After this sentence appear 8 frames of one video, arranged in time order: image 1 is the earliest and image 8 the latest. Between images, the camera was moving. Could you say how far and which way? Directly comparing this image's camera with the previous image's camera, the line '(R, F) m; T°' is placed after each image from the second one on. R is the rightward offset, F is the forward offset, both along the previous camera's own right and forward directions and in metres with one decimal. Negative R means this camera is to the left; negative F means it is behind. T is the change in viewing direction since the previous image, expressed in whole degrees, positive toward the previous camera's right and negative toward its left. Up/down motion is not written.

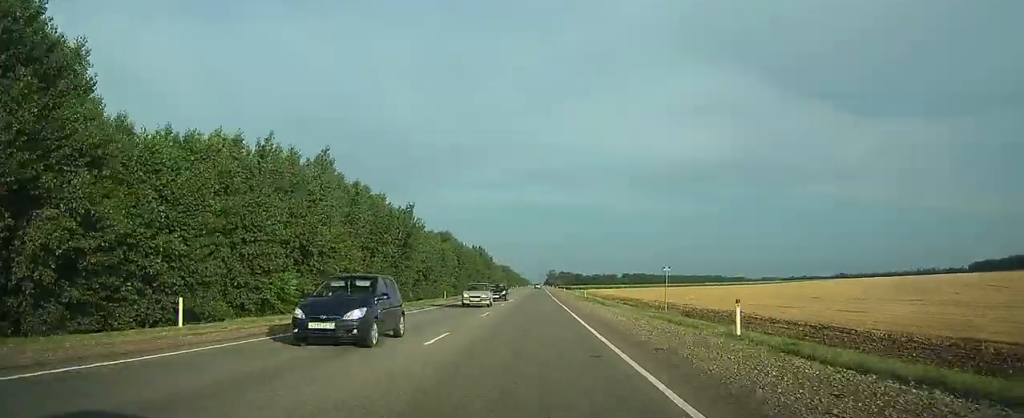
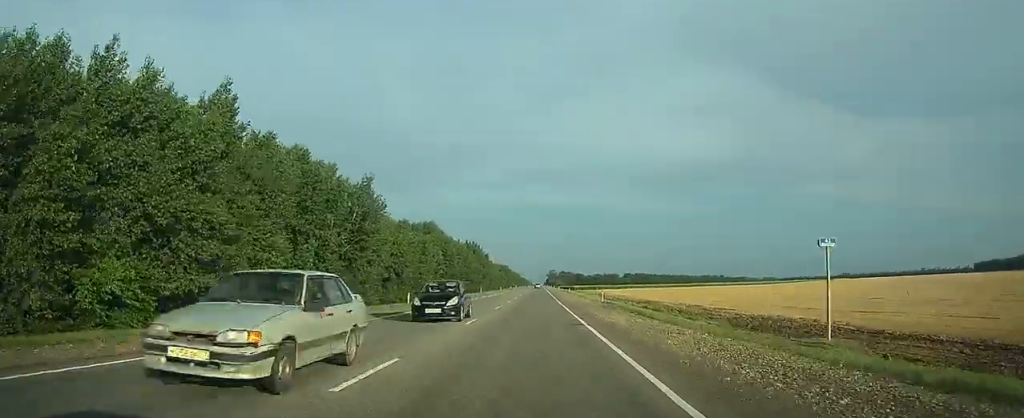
(0.0, +20.6) m; 0°
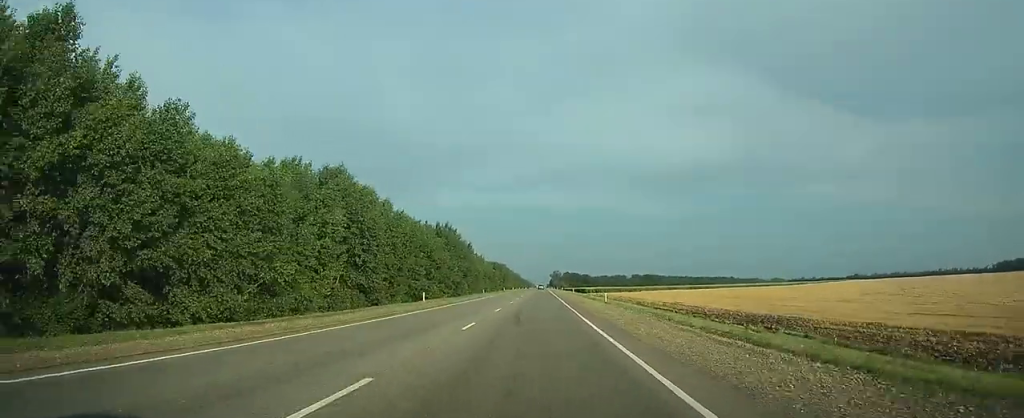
(0.0, +58.0) m; 0°
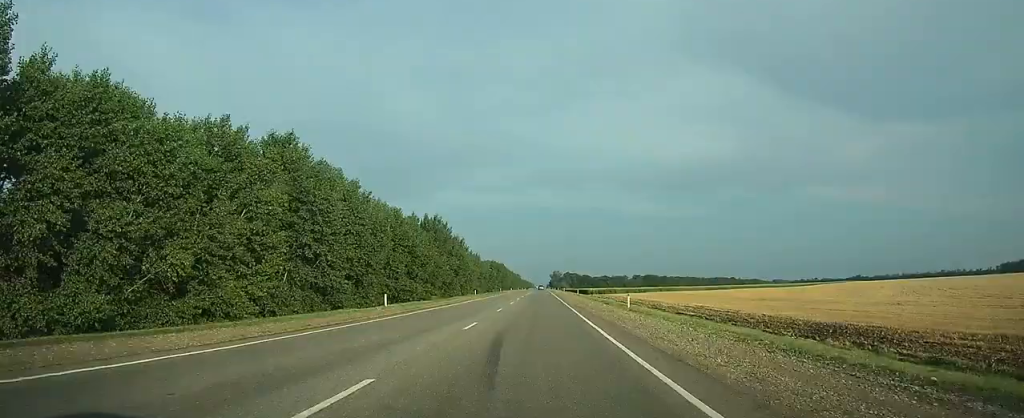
(0.0, +13.7) m; 0°
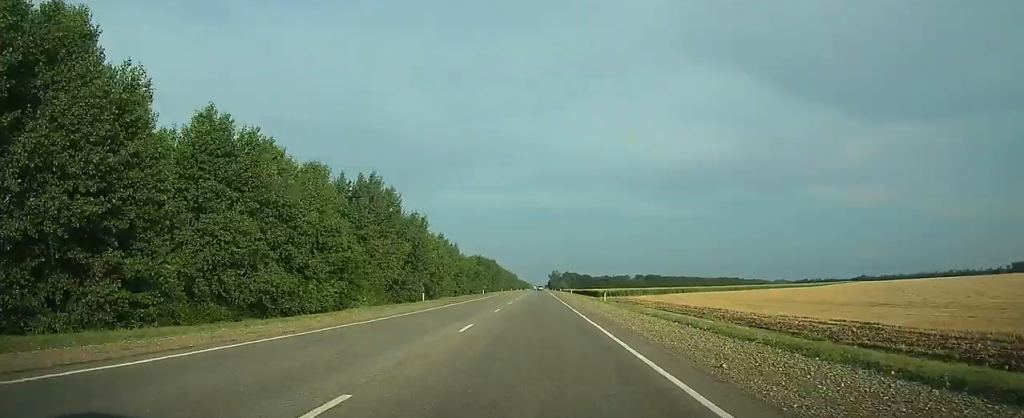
(-0.1, +40.3) m; 0°
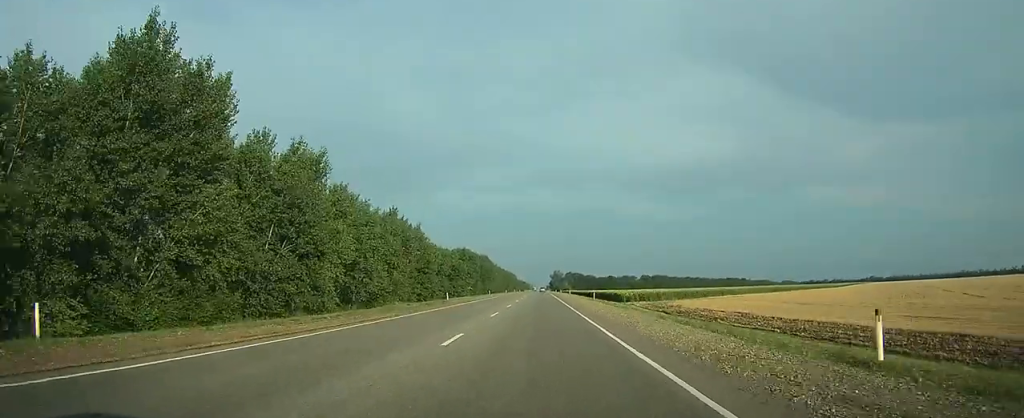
(+0.1, +40.6) m; 0°
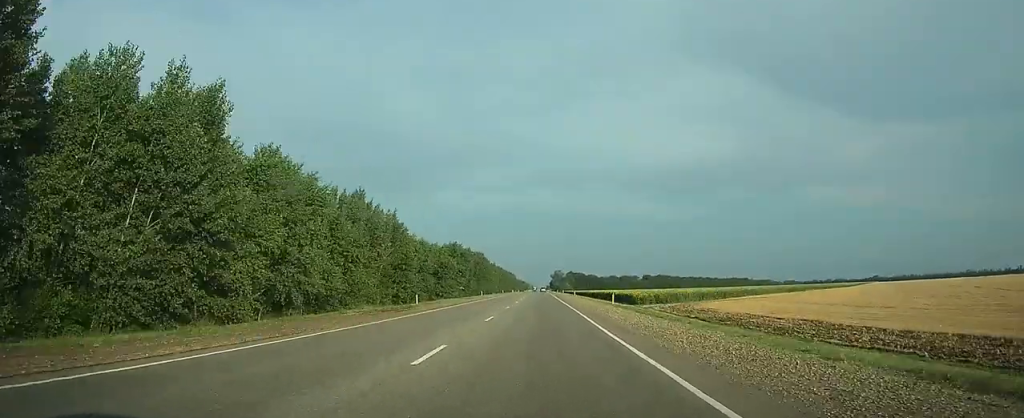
(0.0, +15.1) m; 0°
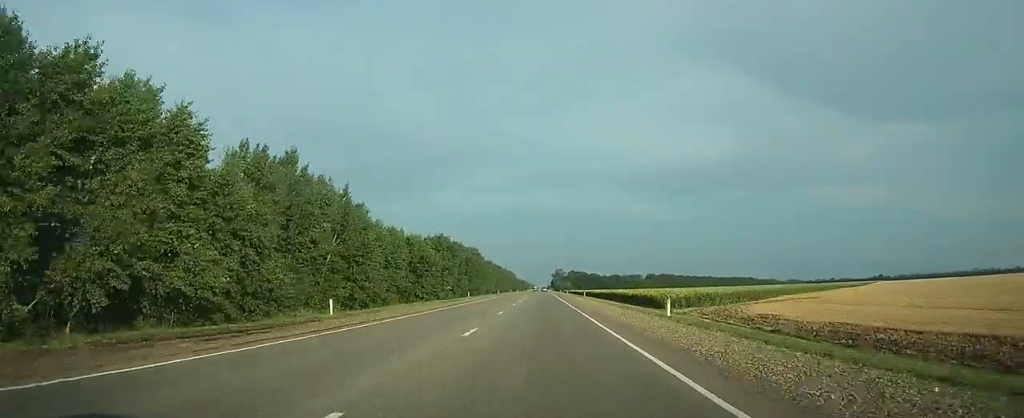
(0.0, +18.2) m; 0°
